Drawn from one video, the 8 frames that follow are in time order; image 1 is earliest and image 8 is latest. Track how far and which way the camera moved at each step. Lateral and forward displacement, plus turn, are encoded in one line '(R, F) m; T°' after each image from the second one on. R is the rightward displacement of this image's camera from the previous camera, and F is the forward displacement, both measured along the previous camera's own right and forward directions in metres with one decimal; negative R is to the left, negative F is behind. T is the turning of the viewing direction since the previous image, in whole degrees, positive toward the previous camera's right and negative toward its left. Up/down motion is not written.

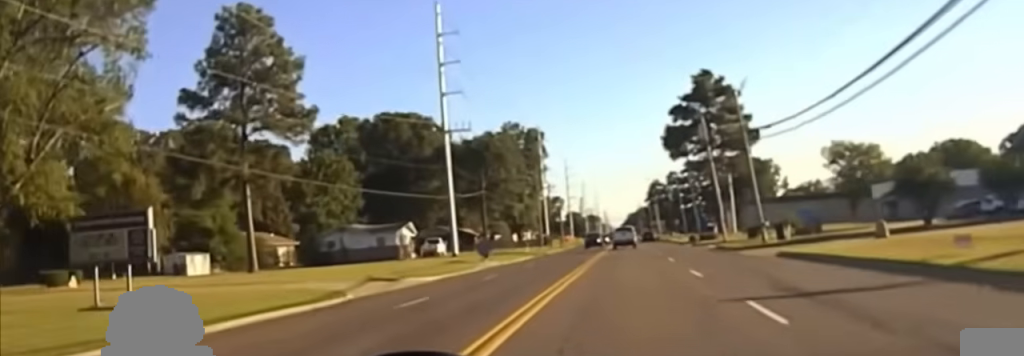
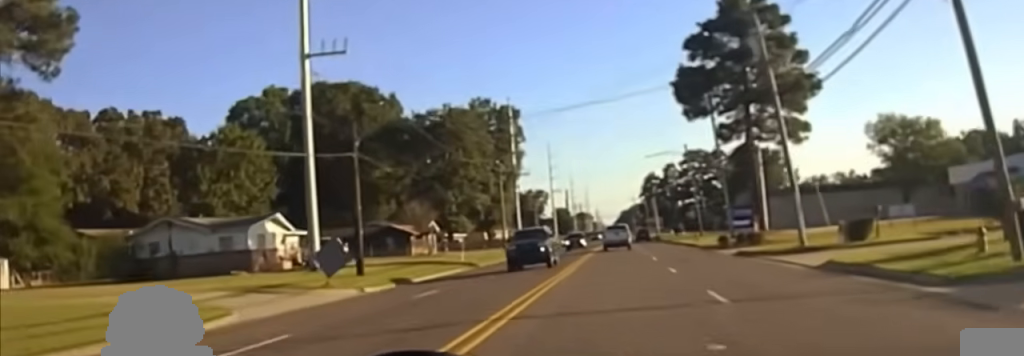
(+0.1, +33.9) m; 0°
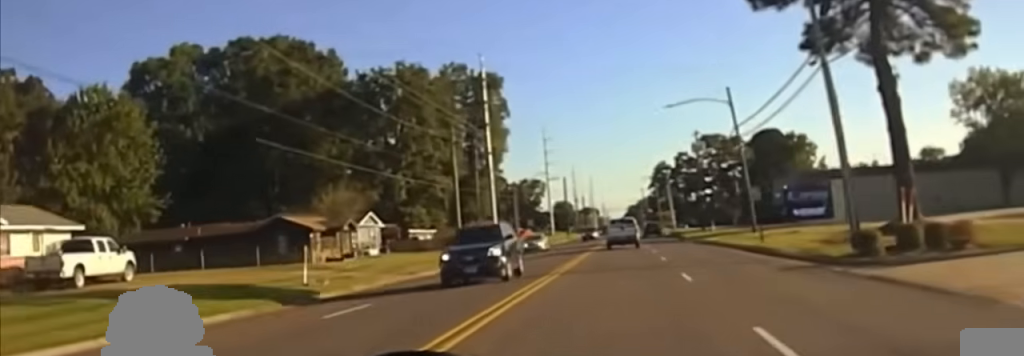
(+0.1, +32.5) m; +1°
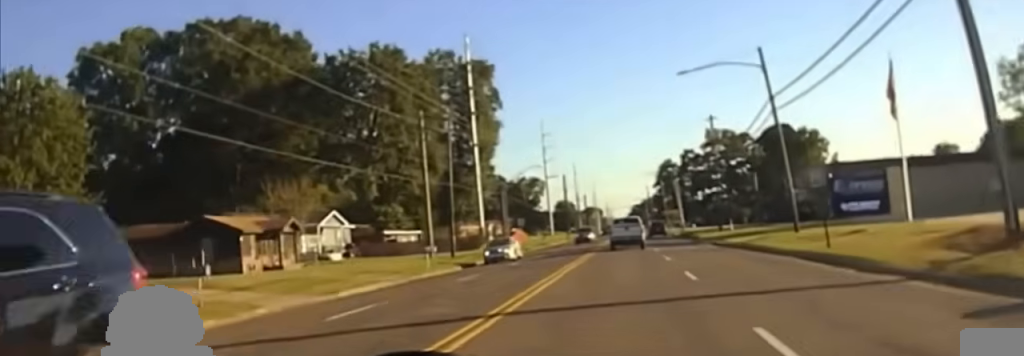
(+0.1, +12.1) m; 0°
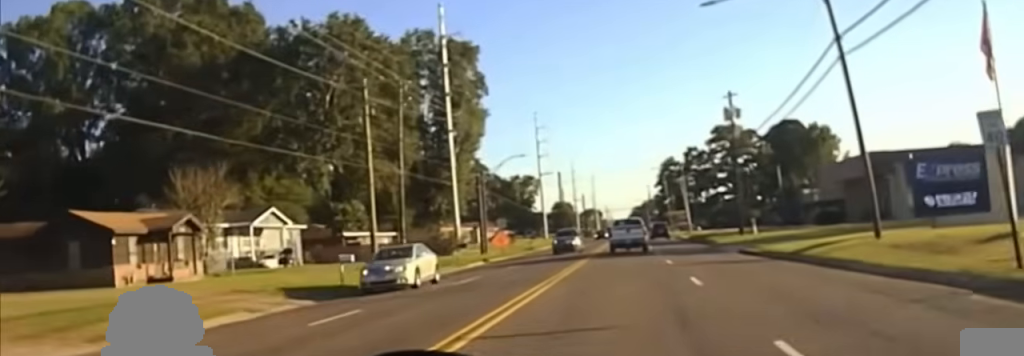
(0.0, +14.3) m; 0°
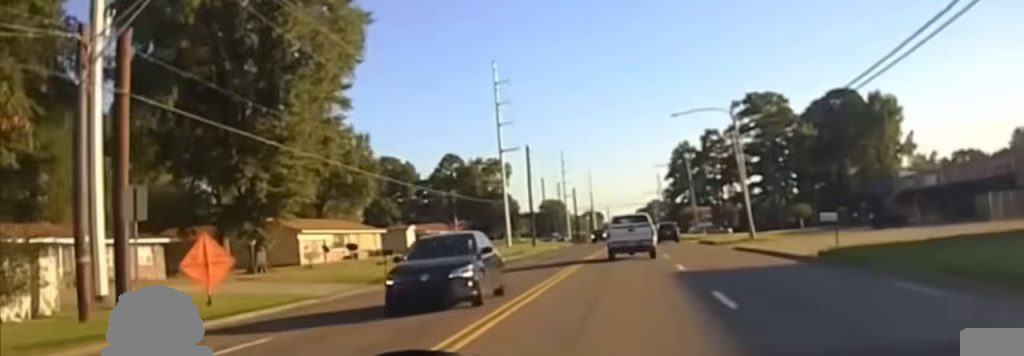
(-0.1, +56.7) m; 0°
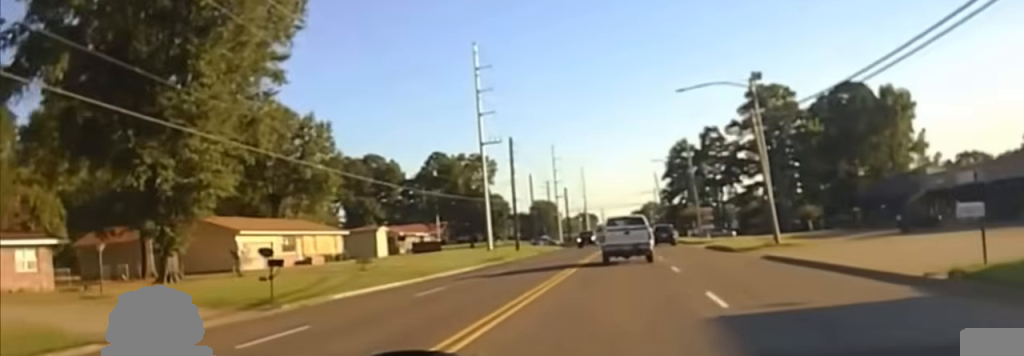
(-0.2, +11.4) m; -1°
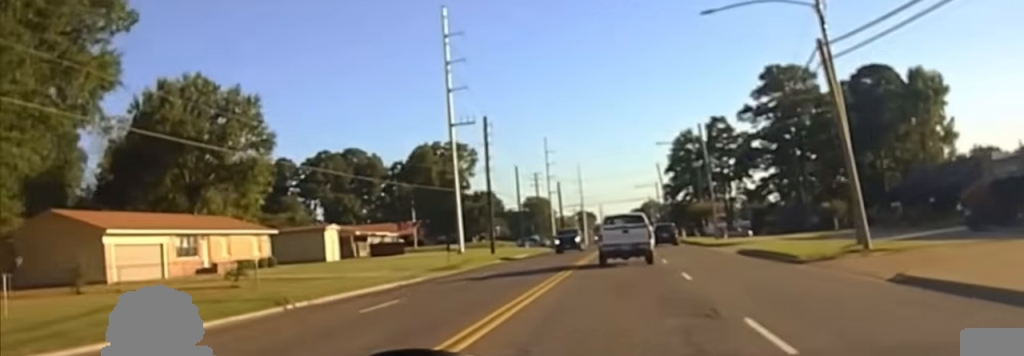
(-0.1, +17.1) m; 0°
